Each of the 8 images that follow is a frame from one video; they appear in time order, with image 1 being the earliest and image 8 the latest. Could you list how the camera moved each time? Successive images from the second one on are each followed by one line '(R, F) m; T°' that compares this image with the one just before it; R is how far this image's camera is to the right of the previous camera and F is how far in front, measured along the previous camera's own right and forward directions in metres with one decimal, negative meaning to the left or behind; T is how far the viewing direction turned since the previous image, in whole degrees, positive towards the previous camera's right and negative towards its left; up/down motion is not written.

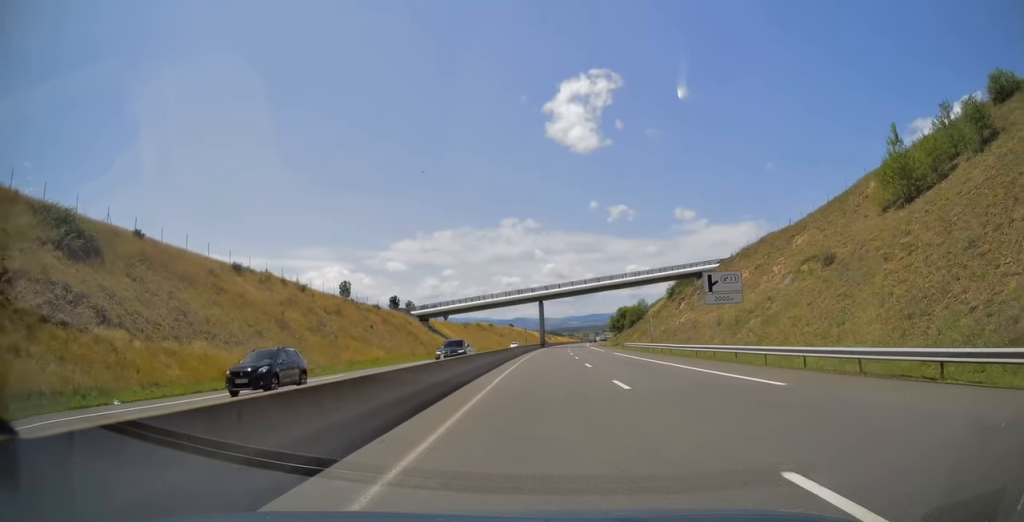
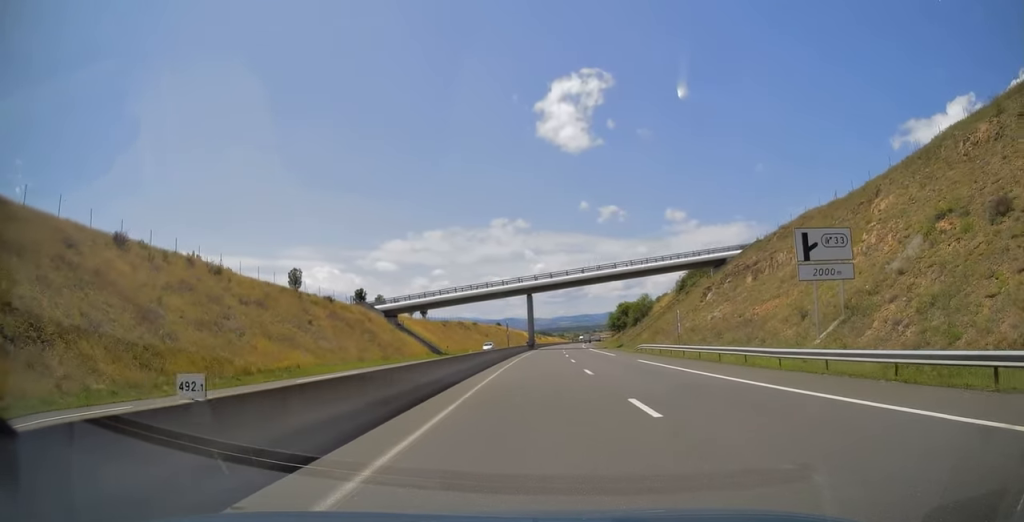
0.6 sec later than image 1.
(+0.1, +18.4) m; +1°
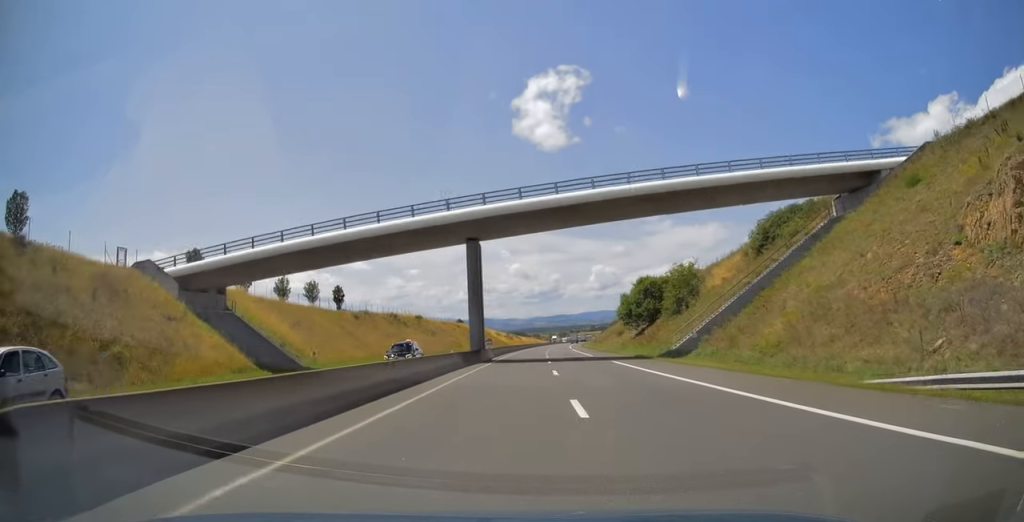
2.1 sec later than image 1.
(+1.2, +51.4) m; +3°
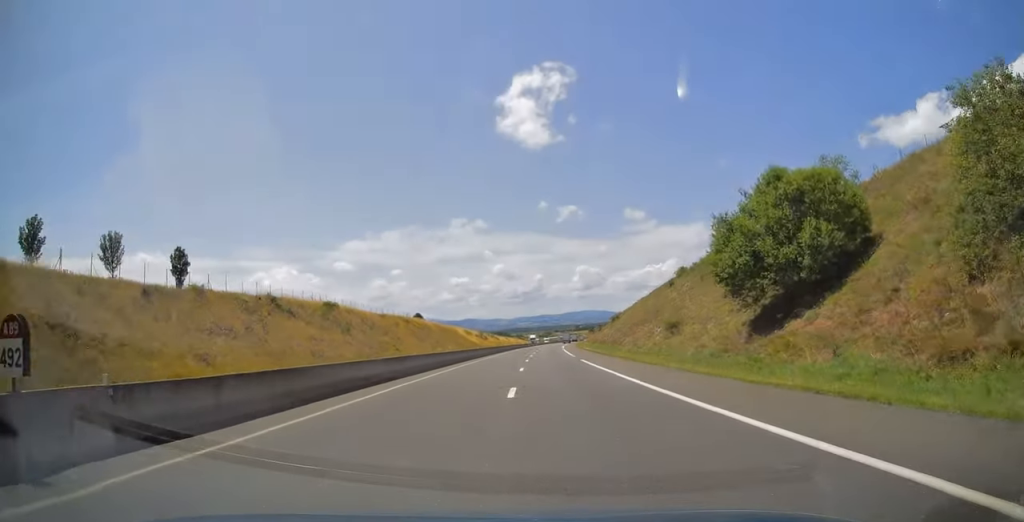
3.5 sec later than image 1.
(+1.3, +47.5) m; +3°
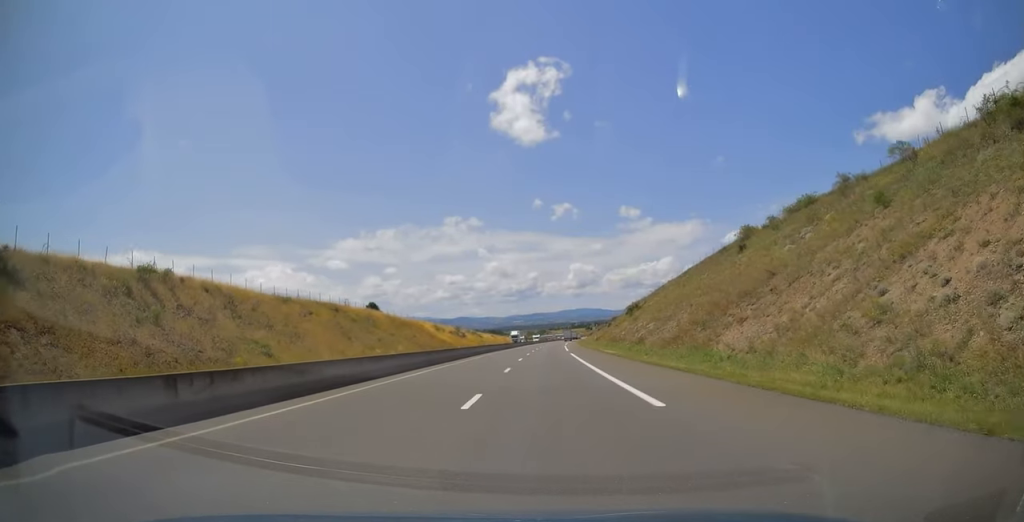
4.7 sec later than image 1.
(+0.2, +41.3) m; 0°
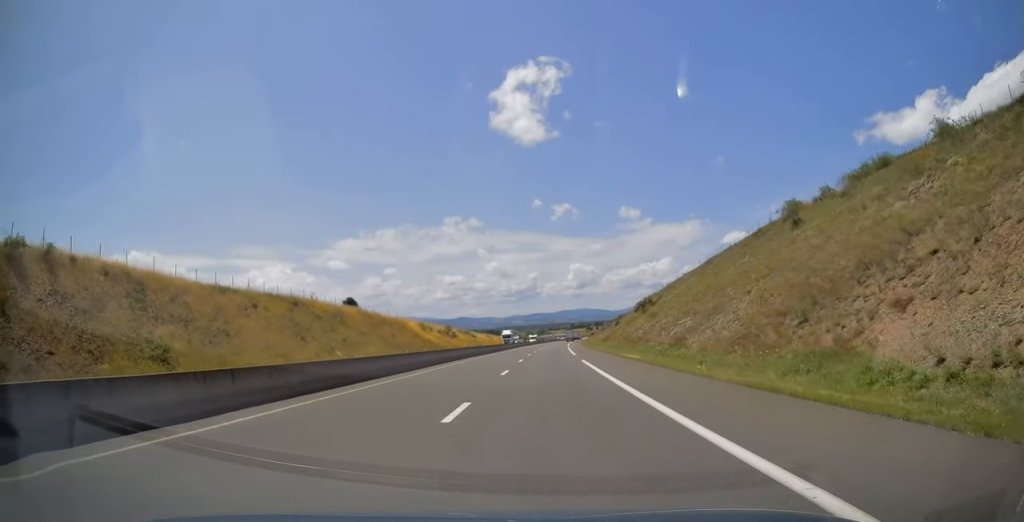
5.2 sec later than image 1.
(0.0, +15.0) m; 0°
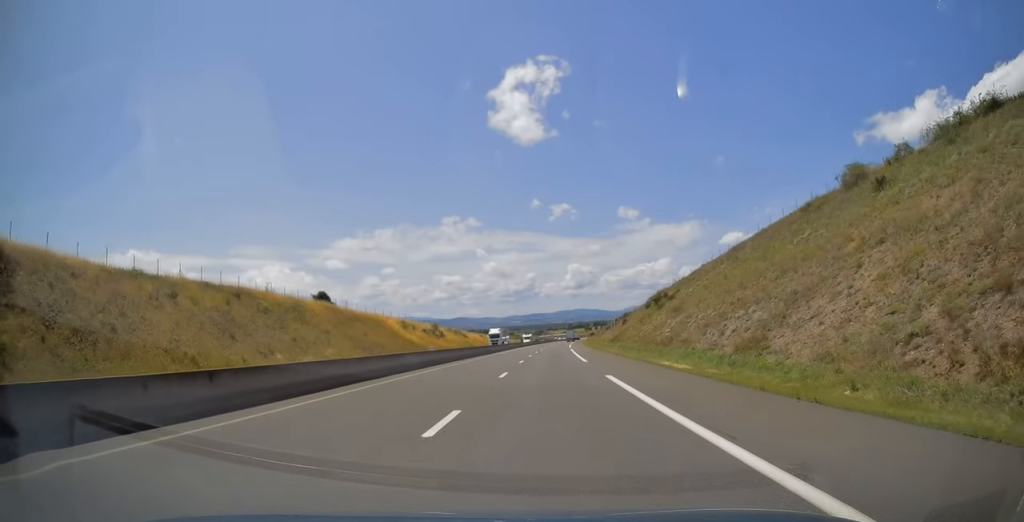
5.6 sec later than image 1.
(-0.1, +14.5) m; 0°
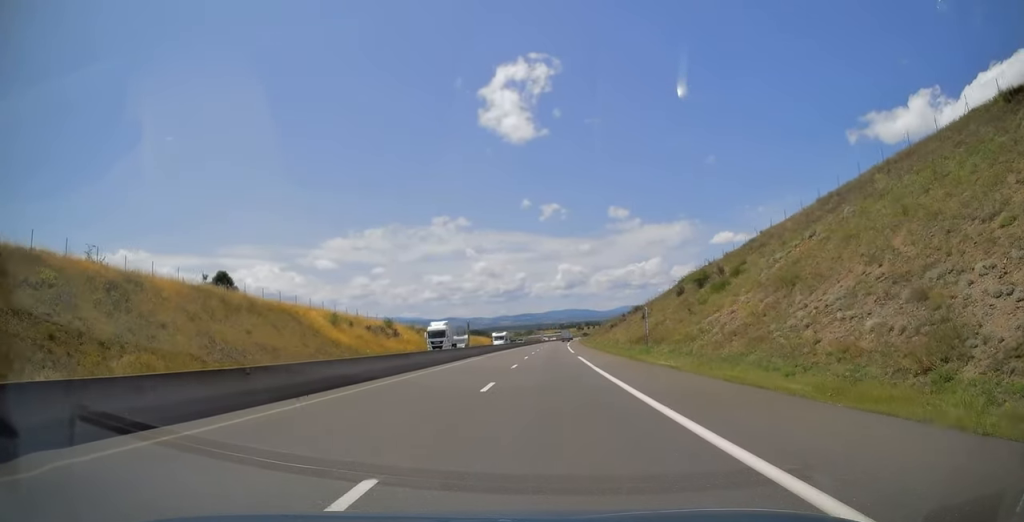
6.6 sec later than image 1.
(+0.4, +31.5) m; +1°
